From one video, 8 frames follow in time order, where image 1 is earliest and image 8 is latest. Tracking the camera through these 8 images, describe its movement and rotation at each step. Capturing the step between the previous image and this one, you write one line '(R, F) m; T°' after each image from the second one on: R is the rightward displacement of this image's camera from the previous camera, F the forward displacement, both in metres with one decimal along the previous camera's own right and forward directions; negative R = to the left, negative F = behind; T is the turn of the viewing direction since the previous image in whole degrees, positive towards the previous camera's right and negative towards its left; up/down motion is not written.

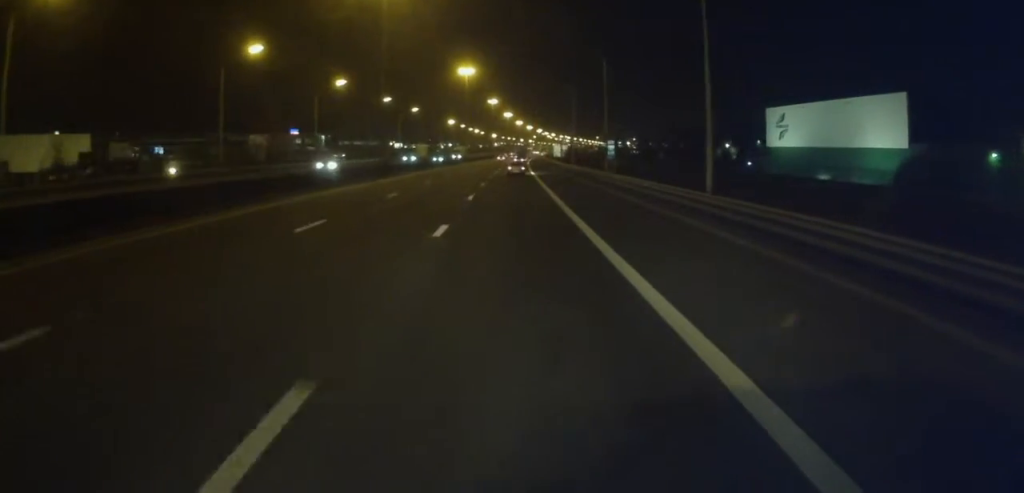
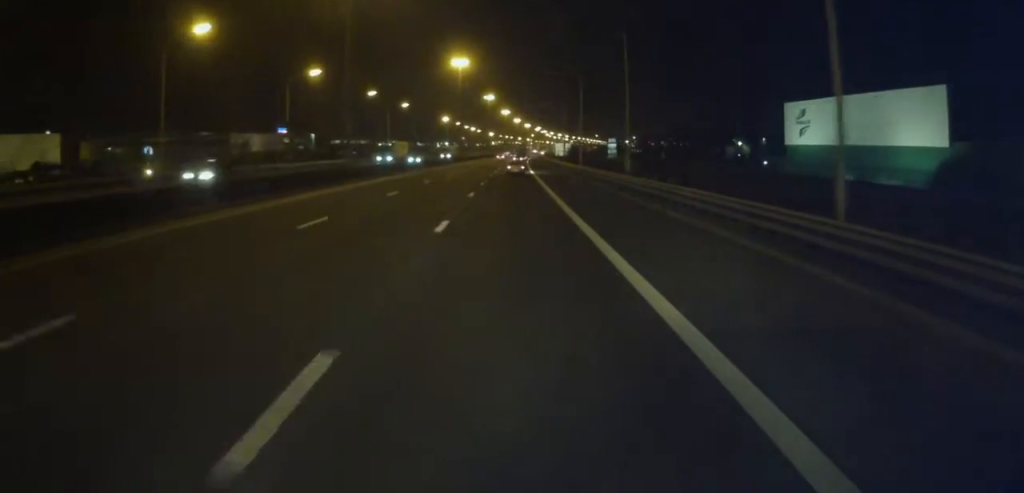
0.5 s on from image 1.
(0.0, +11.8) m; 0°
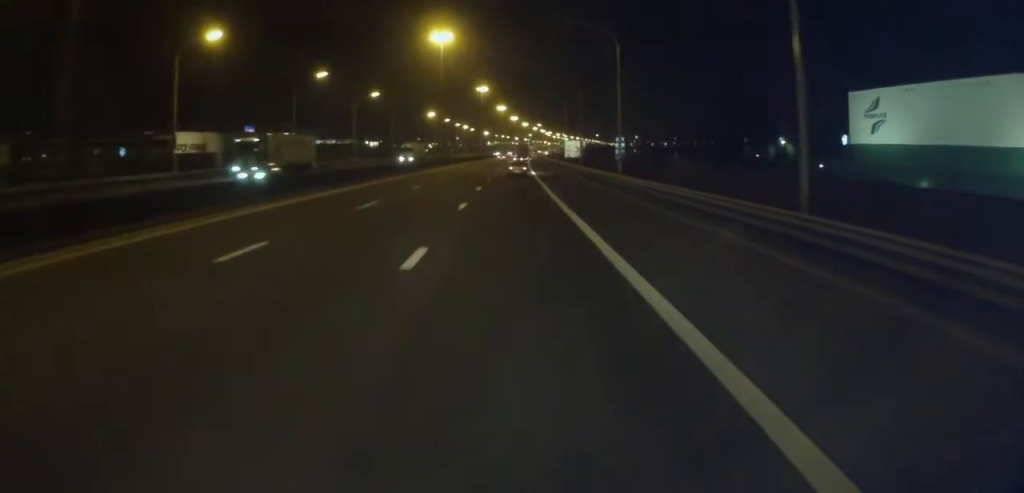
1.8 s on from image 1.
(+0.2, +30.1) m; +1°
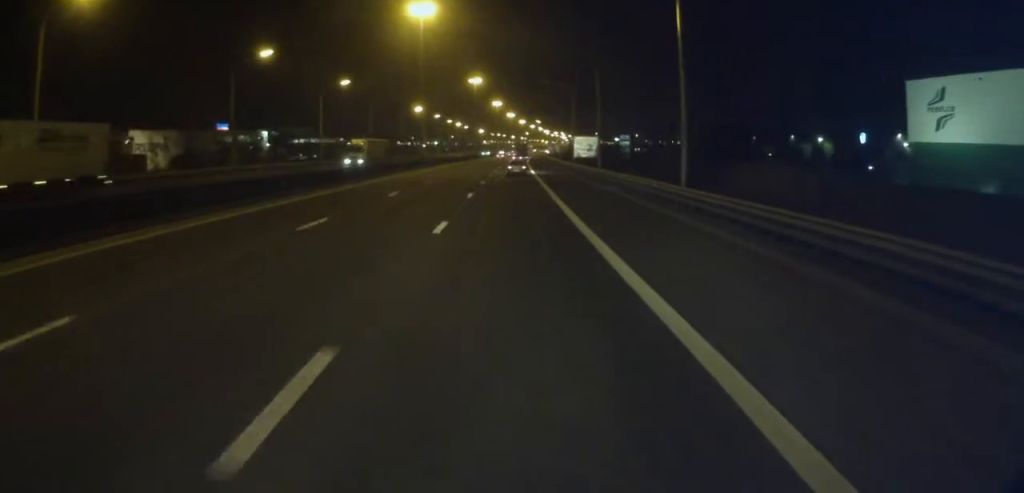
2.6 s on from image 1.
(+0.2, +19.7) m; +1°
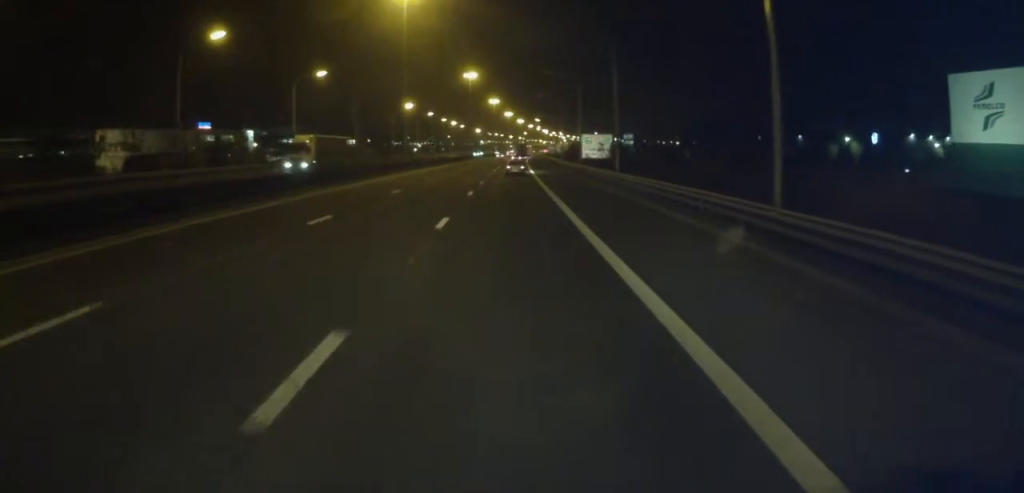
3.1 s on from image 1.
(0.0, +11.8) m; 0°
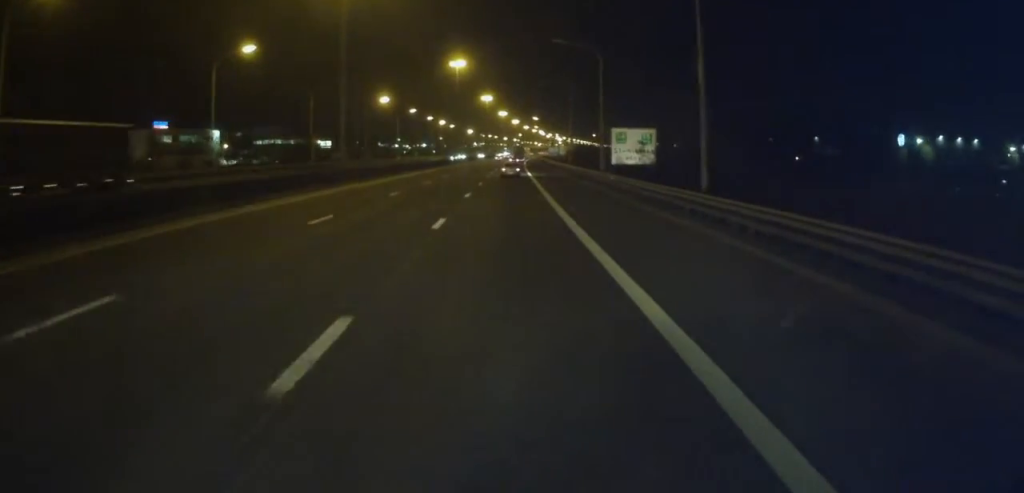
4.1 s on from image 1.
(-0.1, +24.2) m; 0°
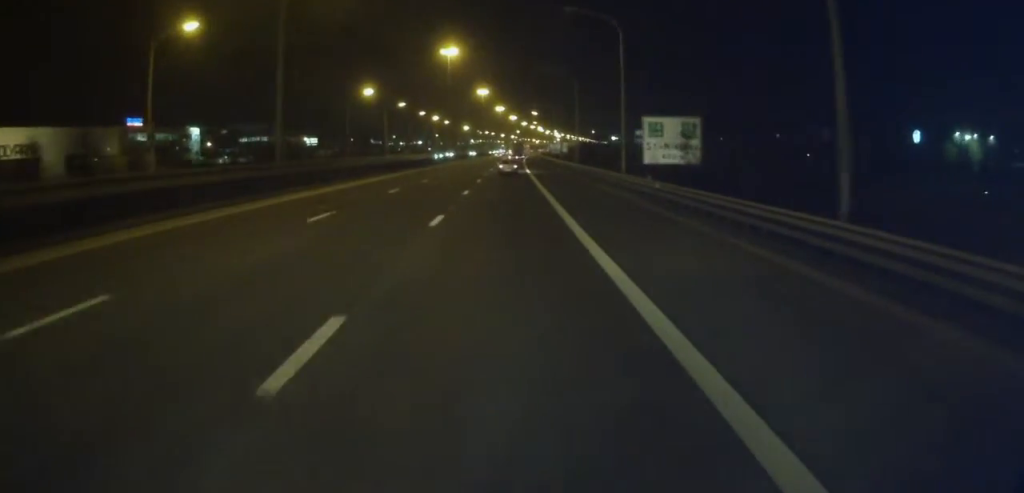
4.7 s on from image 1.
(0.0, +12.4) m; 0°
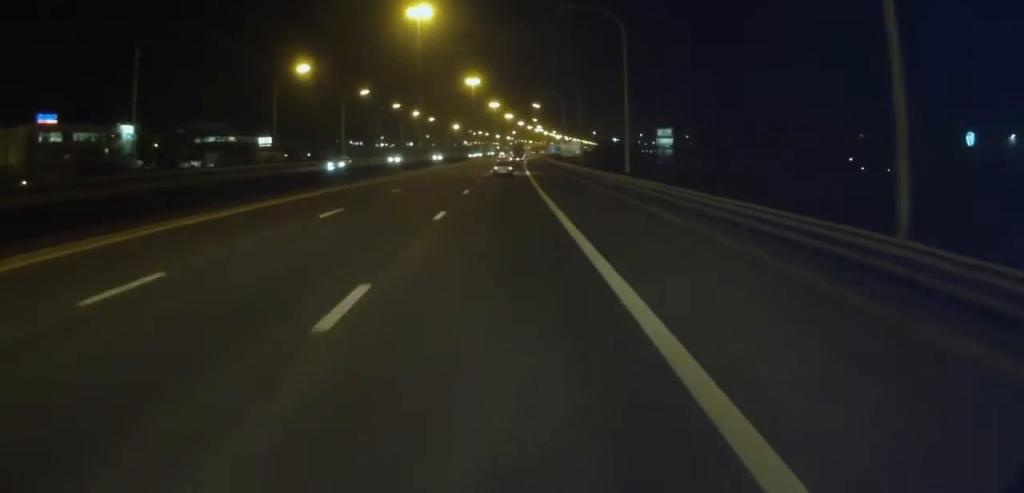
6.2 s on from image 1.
(+0.6, +35.5) m; +2°
